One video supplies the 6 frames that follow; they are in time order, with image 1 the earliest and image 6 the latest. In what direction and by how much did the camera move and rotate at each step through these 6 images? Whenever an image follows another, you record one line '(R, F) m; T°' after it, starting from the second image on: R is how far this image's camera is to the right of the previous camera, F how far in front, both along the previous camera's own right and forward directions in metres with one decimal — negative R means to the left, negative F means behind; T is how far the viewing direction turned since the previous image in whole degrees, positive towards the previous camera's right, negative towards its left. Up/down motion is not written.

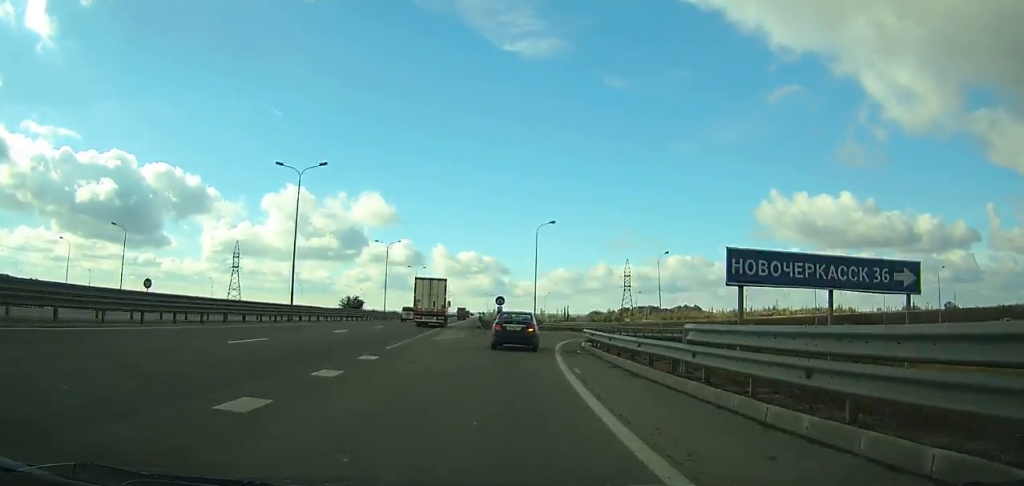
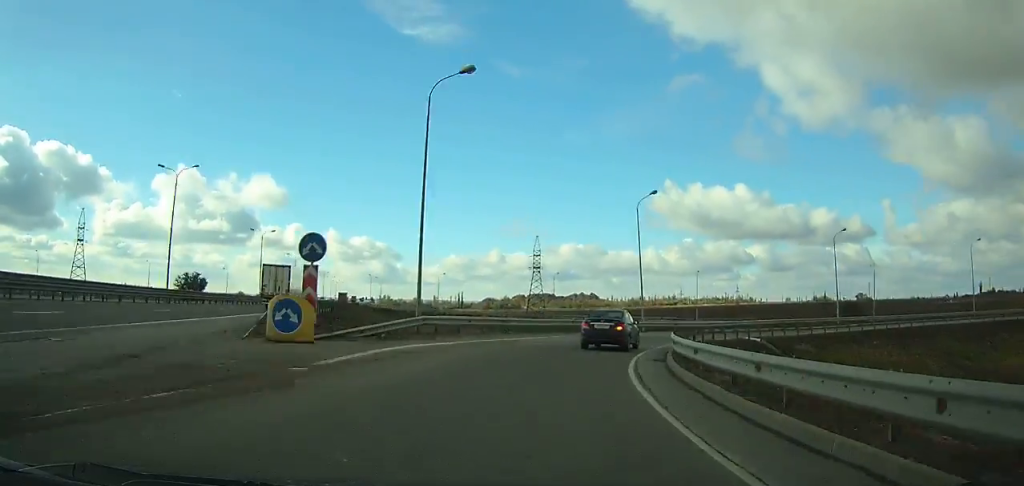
(+2.1, +32.3) m; +14°
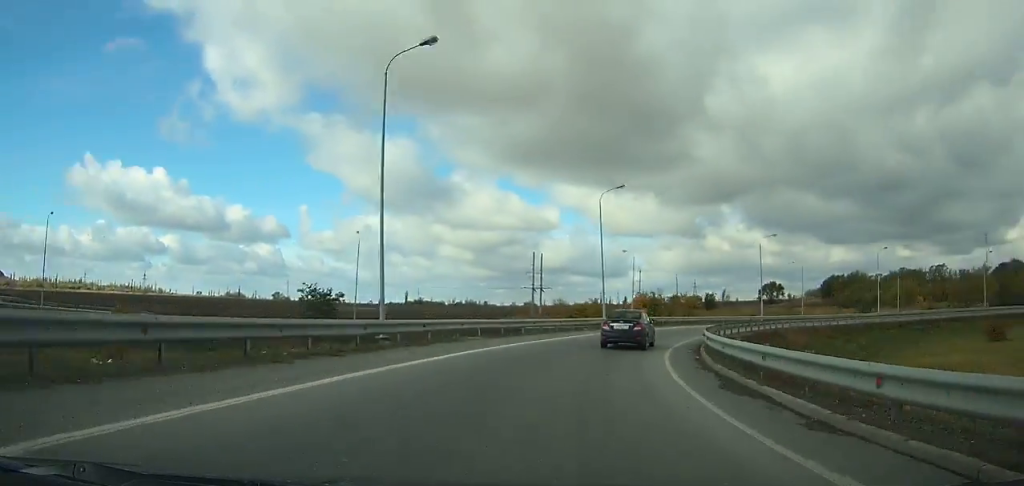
(+16.0, +47.8) m; +50°
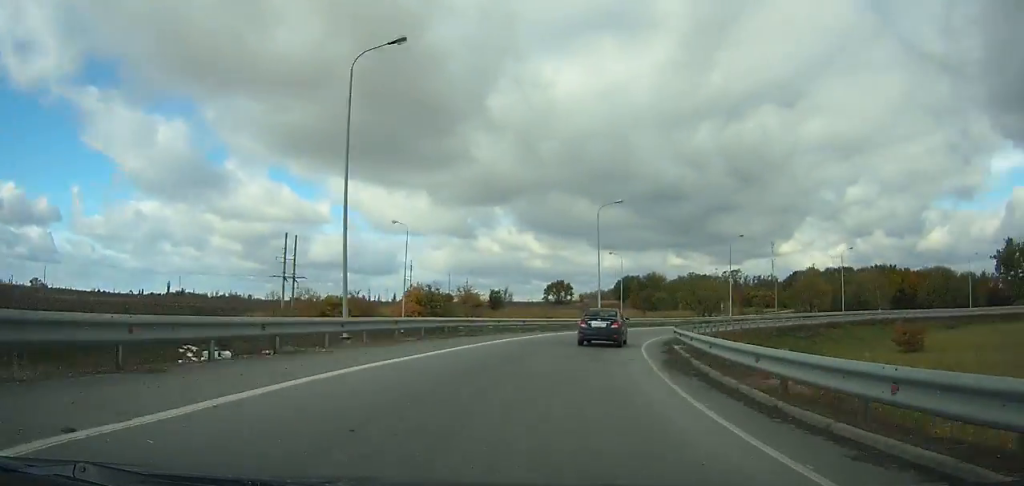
(+7.7, +22.4) m; +22°
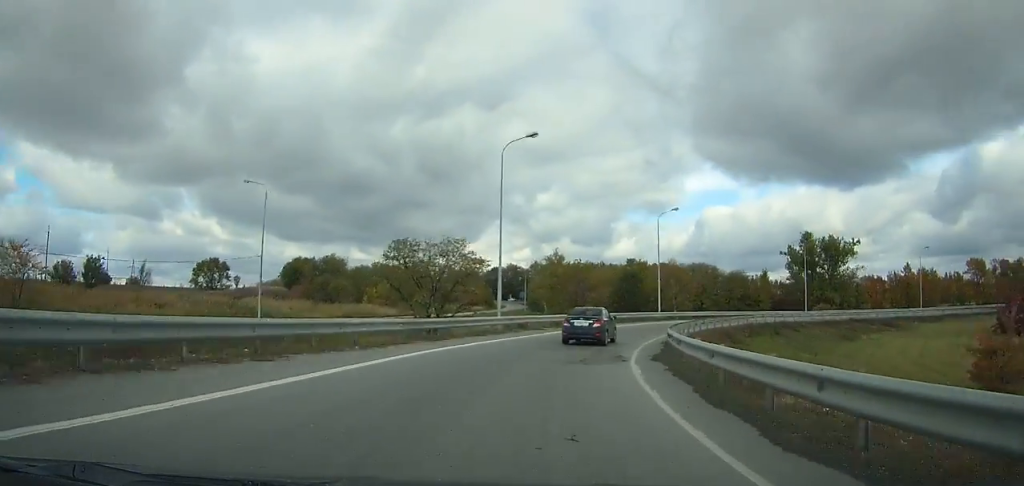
(+8.2, +38.1) m; +27°
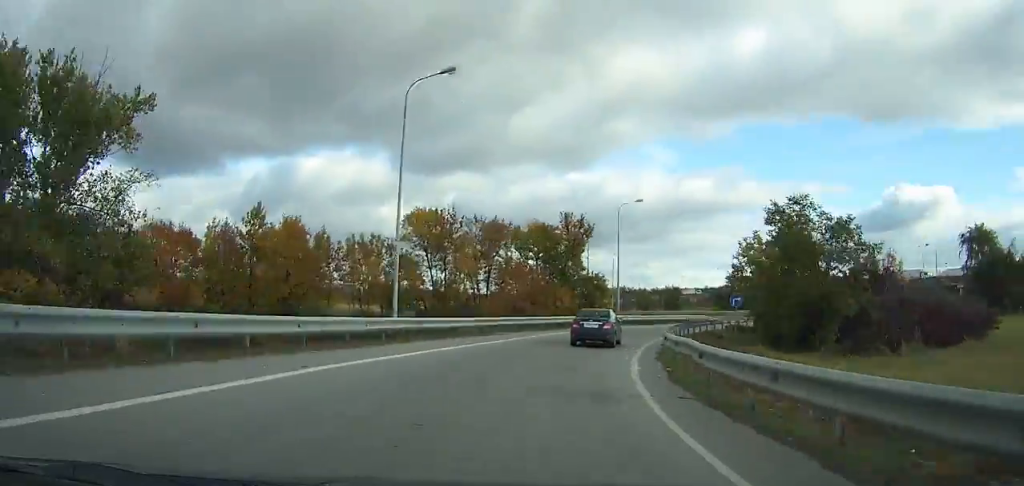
(+43.3, +68.3) m; +63°
